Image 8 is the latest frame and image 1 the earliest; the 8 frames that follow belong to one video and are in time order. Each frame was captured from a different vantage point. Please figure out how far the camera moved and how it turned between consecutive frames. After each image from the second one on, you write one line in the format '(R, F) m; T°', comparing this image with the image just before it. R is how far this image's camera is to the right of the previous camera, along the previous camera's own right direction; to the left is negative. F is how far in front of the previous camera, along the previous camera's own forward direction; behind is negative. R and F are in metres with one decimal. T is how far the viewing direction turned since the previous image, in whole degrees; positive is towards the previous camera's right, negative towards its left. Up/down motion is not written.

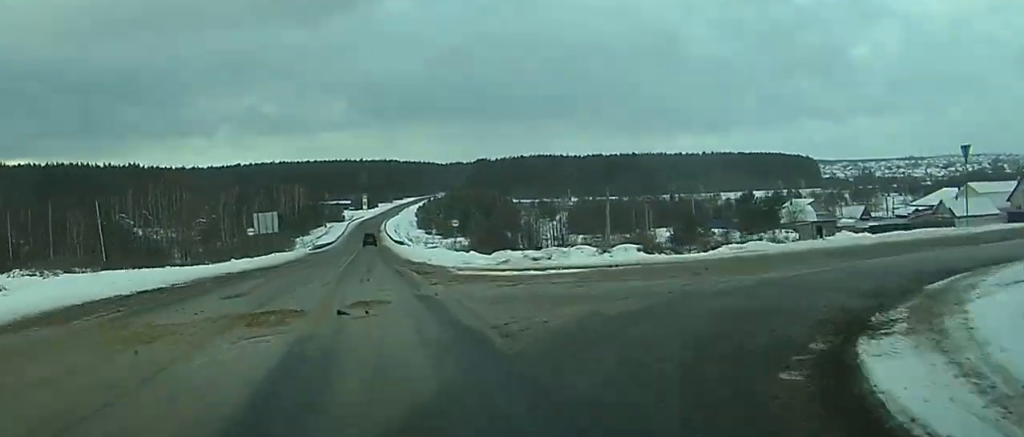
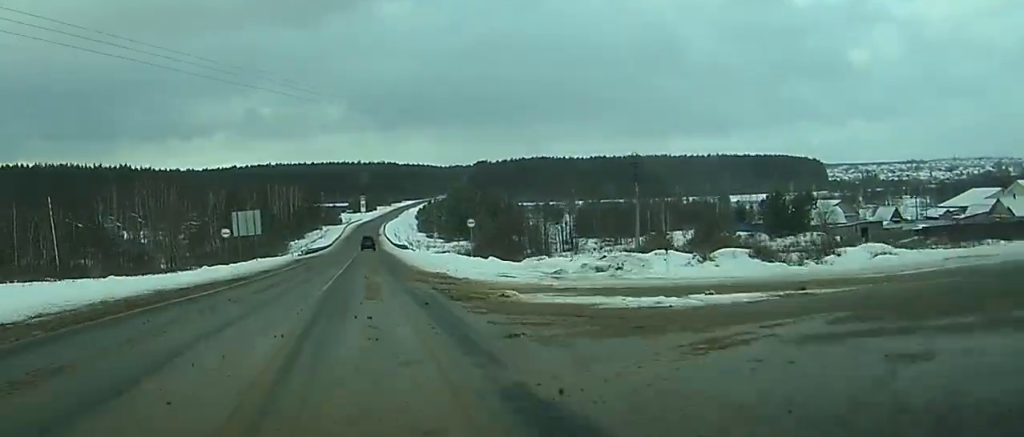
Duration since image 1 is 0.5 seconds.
(0.0, +12.8) m; 0°
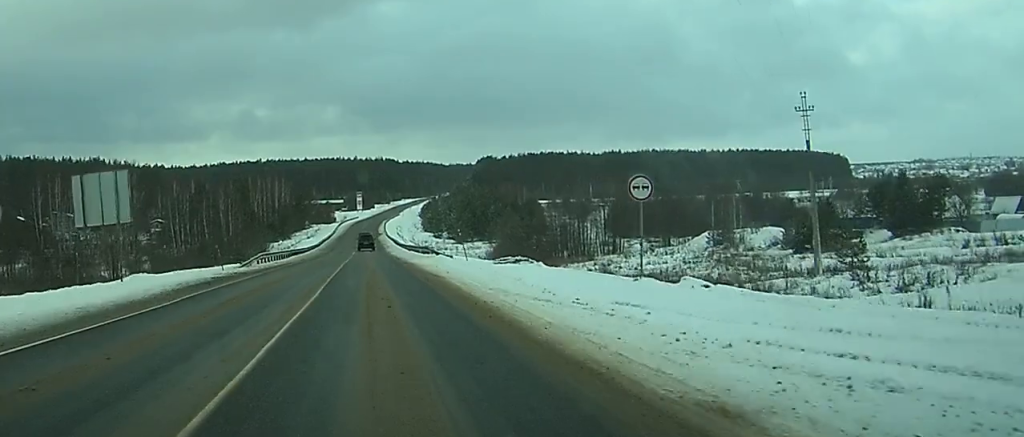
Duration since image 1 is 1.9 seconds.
(+0.2, +39.7) m; 0°
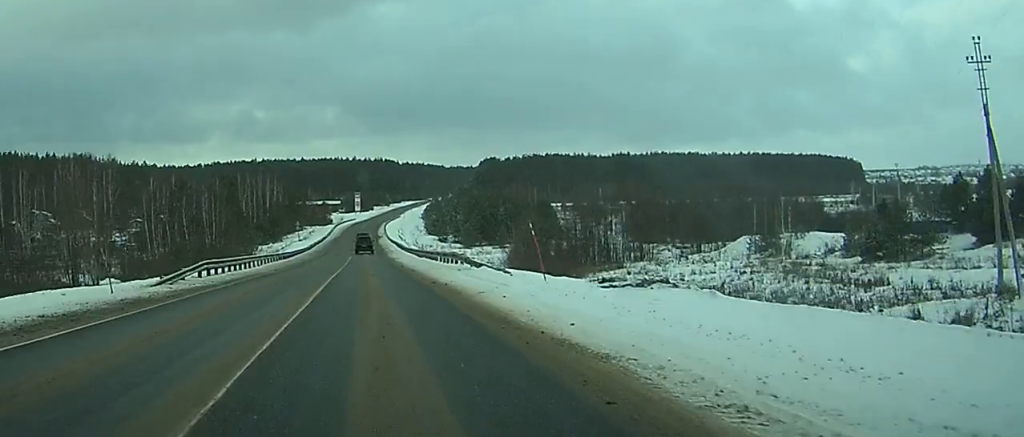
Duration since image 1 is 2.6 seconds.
(0.0, +18.4) m; 0°
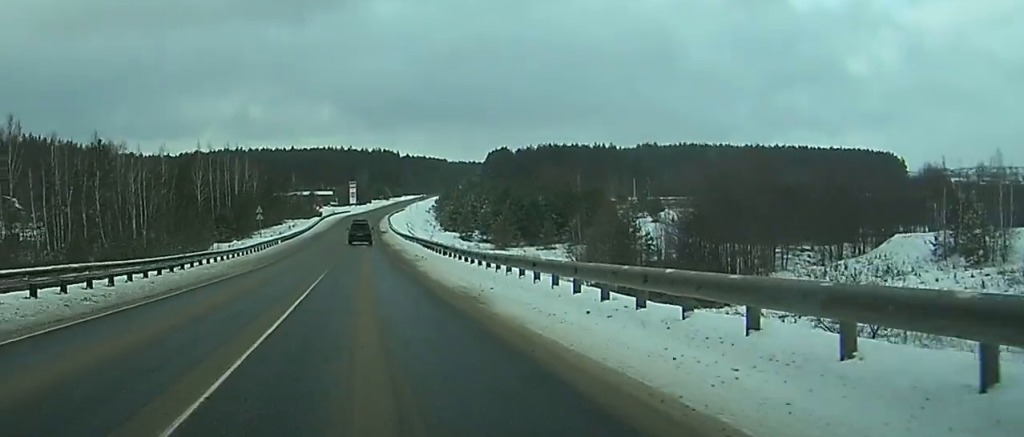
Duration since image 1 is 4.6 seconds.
(0.0, +46.7) m; 0°
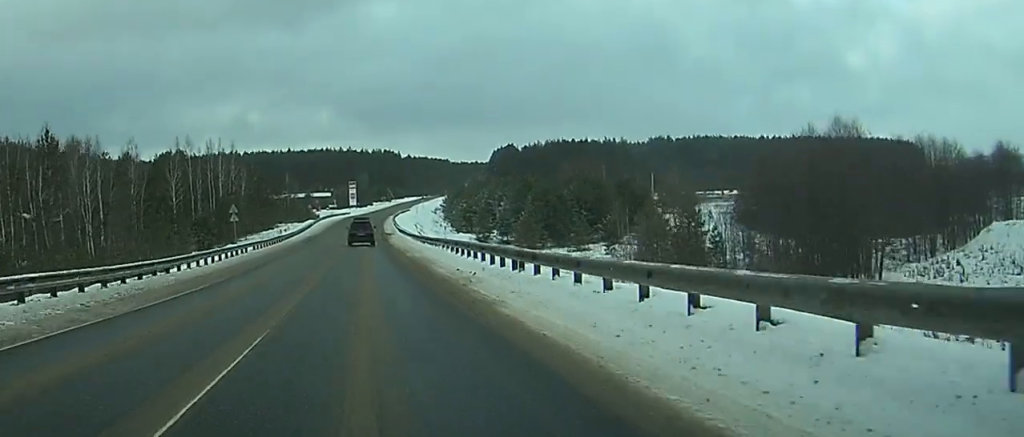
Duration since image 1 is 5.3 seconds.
(0.0, +19.9) m; -1°
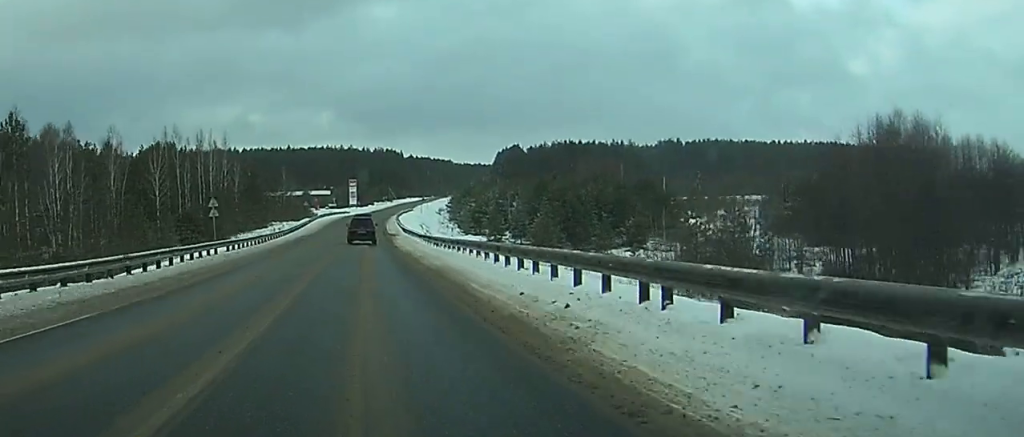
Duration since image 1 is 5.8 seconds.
(+0.3, +12.8) m; -1°
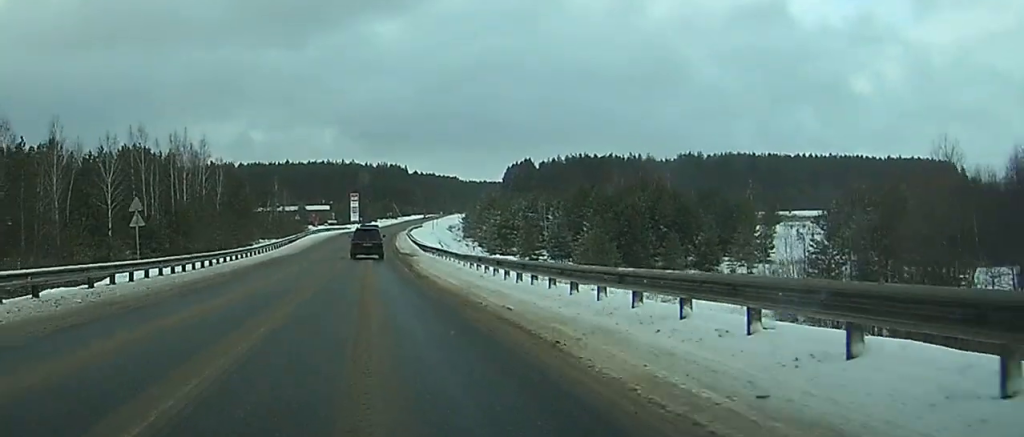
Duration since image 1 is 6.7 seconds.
(-1.4, +27.4) m; +2°
